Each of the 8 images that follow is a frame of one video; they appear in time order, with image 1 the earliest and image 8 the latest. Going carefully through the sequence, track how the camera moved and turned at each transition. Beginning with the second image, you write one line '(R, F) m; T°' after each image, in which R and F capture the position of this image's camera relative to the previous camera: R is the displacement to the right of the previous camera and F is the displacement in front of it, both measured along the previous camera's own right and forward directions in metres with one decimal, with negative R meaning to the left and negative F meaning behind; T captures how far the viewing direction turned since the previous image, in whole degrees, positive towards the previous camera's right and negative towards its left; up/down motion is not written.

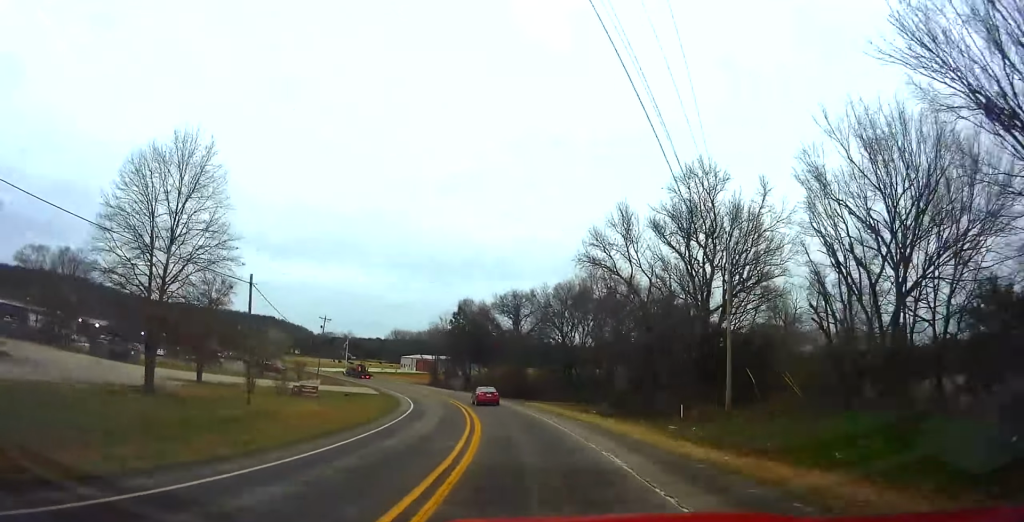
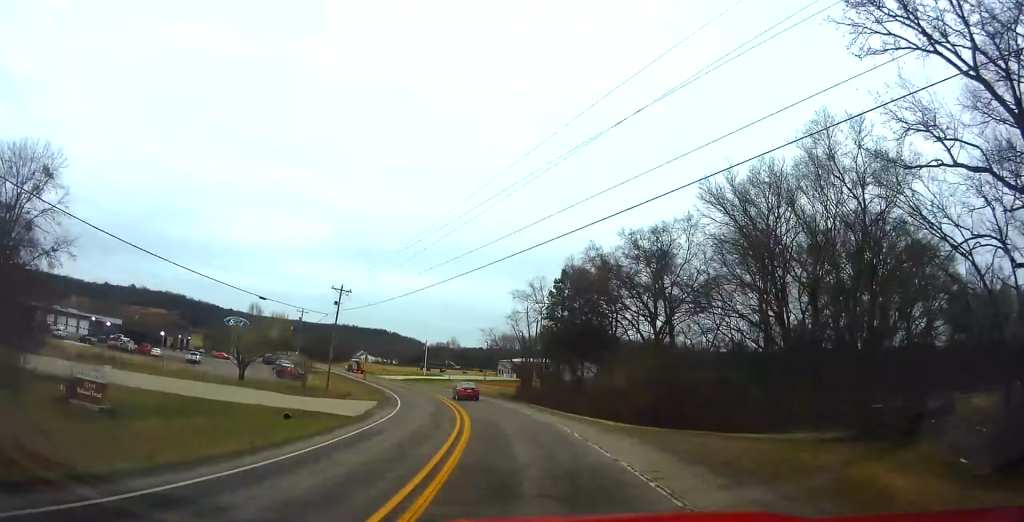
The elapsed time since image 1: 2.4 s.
(-4.0, +43.0) m; -11°
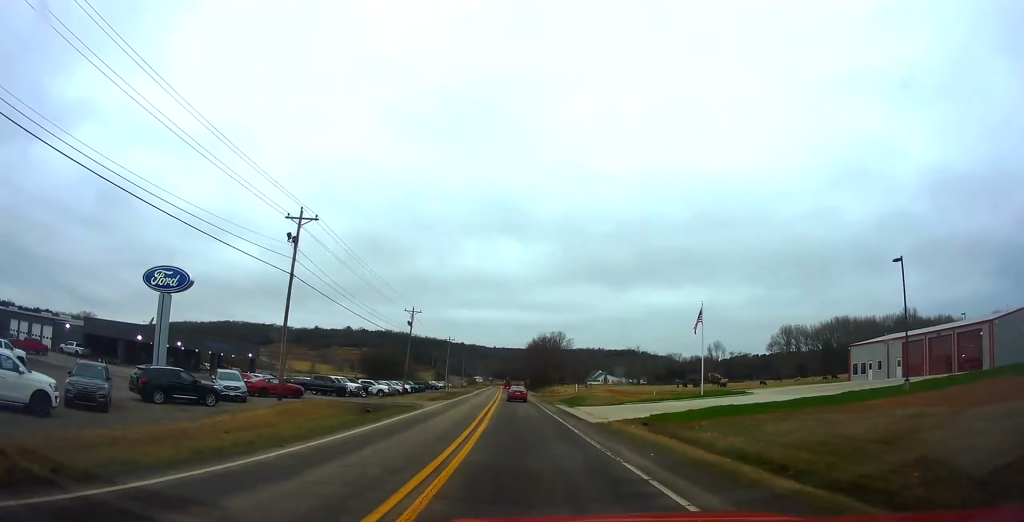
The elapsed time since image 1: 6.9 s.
(-16.0, +80.6) m; -21°
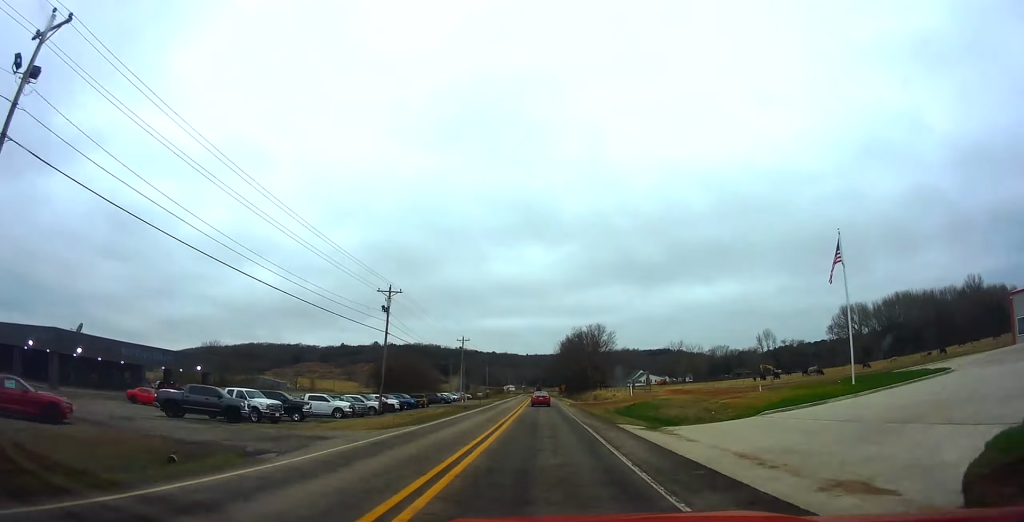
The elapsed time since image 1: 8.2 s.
(-2.0, +24.7) m; -4°
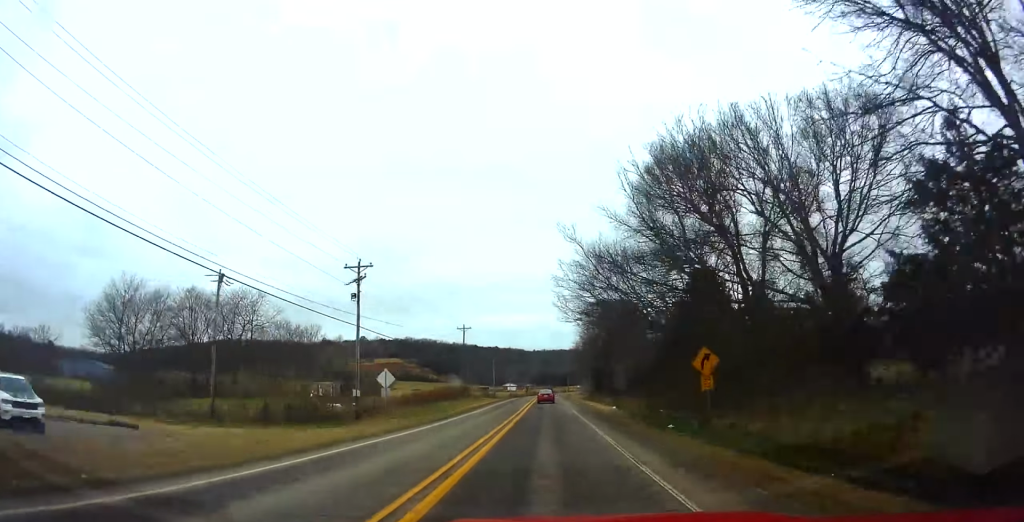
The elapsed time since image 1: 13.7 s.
(-8.1, +108.3) m; -5°
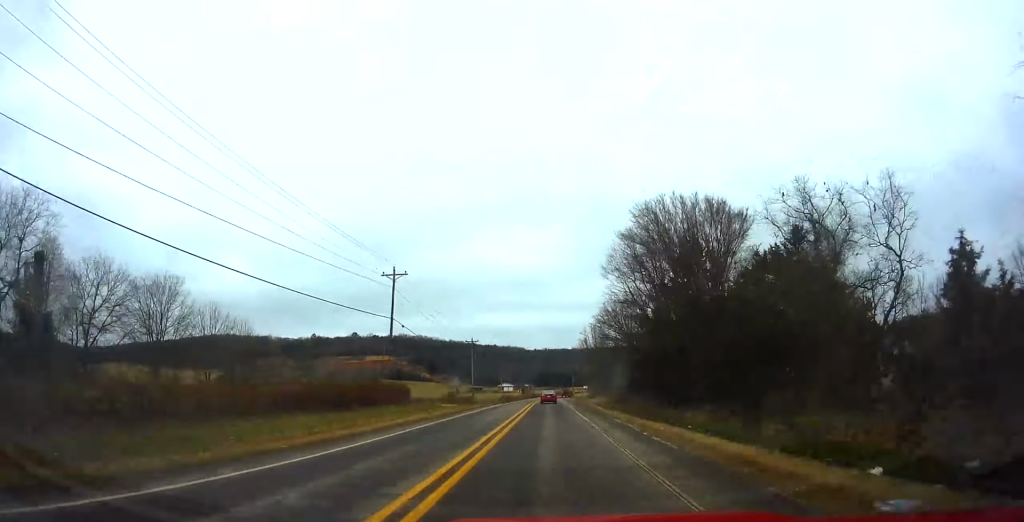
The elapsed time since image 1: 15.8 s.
(+0.2, +43.3) m; 0°
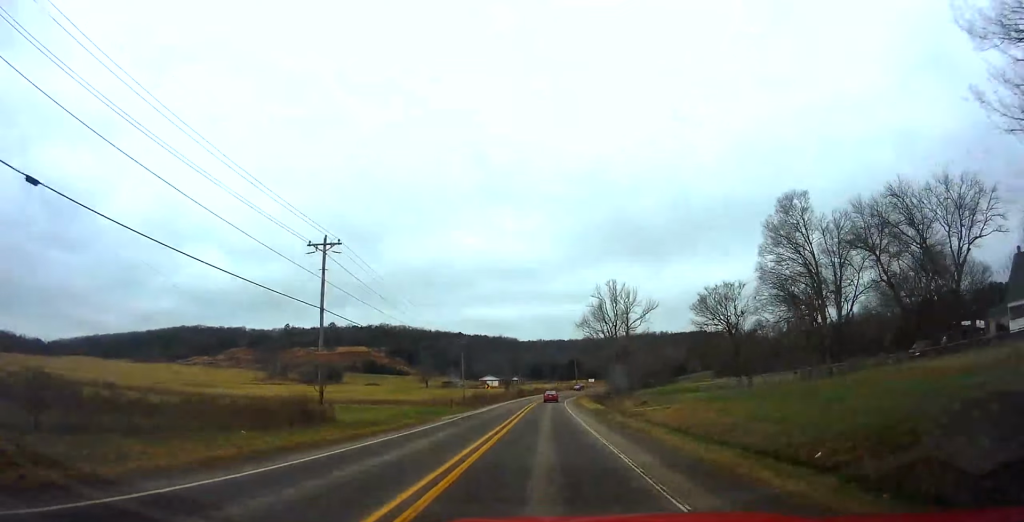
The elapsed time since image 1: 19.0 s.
(-0.1, +67.9) m; 0°
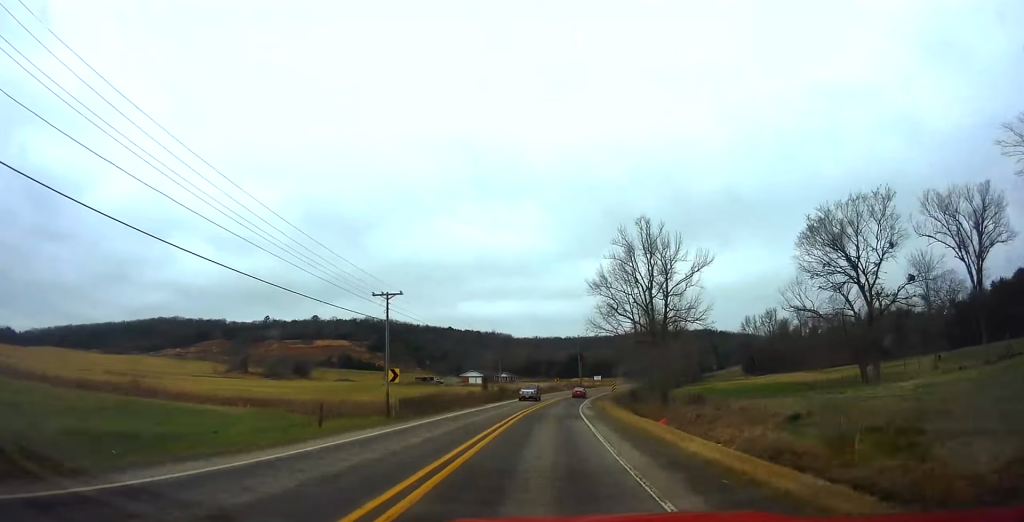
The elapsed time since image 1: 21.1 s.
(-0.6, +45.4) m; +1°
